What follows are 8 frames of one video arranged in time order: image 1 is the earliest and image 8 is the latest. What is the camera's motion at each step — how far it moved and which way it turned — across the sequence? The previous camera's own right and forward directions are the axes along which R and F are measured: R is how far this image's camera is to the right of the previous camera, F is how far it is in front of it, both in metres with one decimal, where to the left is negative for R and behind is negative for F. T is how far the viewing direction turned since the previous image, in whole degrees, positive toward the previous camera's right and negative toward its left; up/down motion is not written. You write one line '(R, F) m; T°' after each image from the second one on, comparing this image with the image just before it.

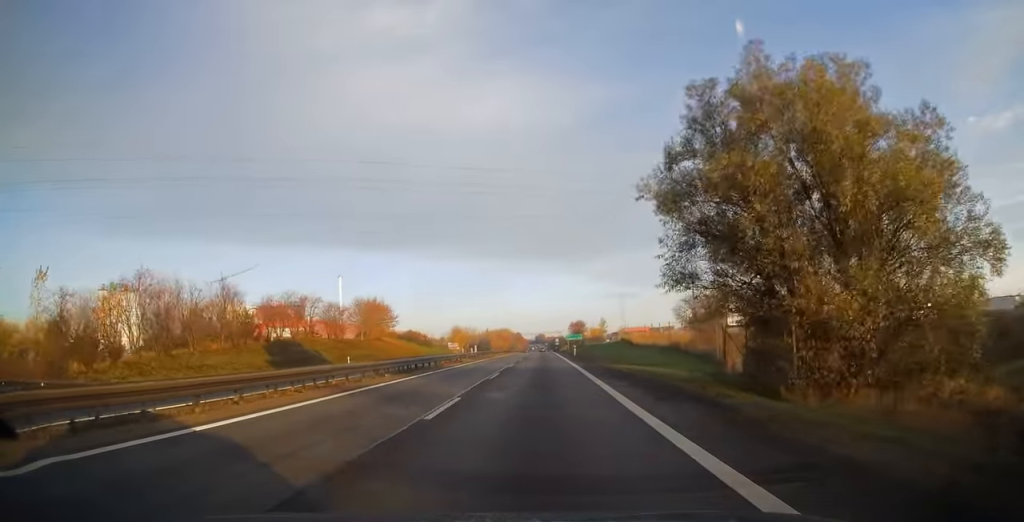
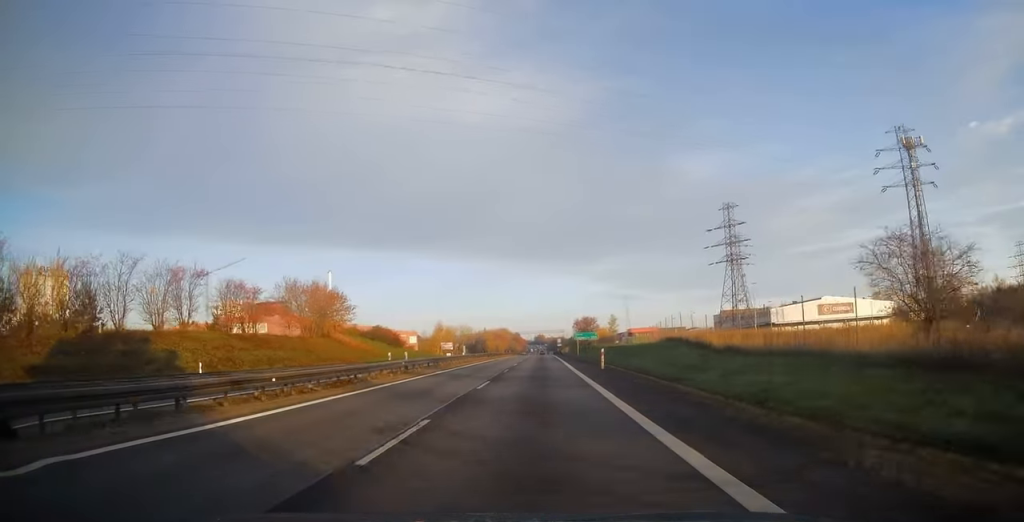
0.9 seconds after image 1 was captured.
(+0.1, +28.8) m; 0°
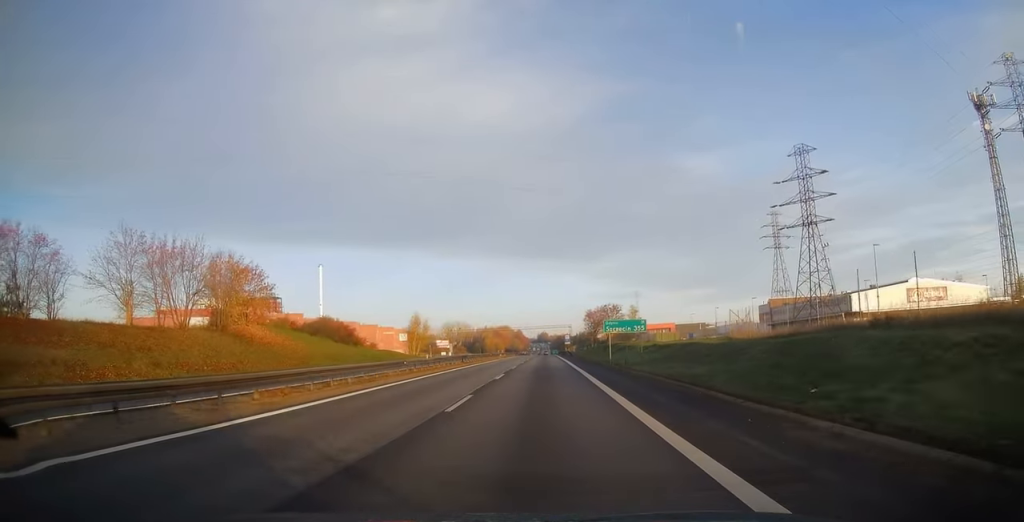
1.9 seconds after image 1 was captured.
(-0.1, +31.5) m; 0°
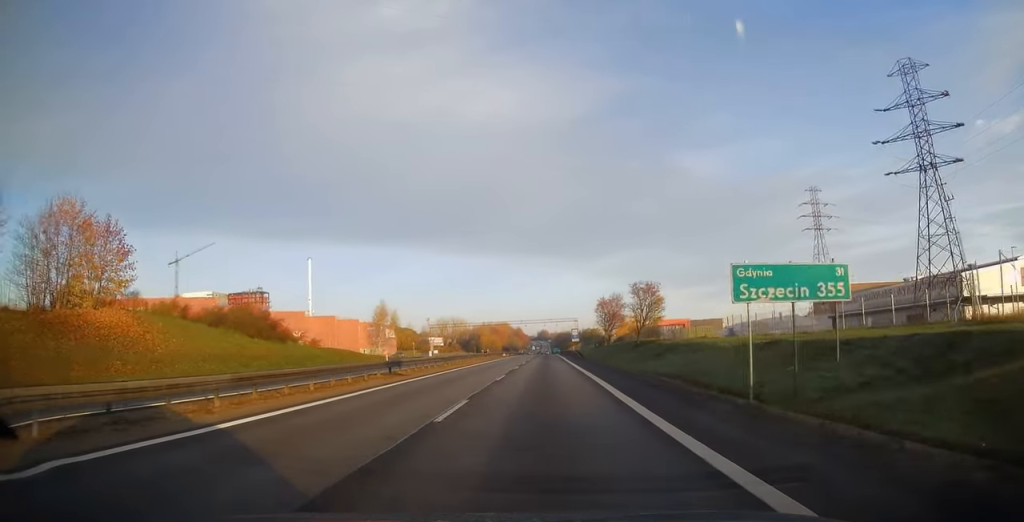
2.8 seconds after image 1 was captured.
(-0.1, +26.3) m; 0°
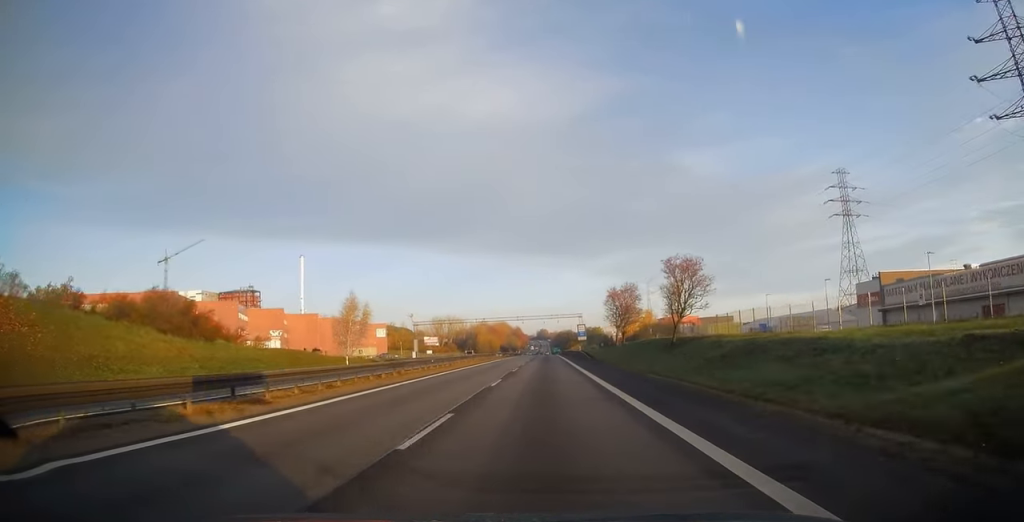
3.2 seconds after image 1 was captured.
(+0.1, +15.3) m; 0°
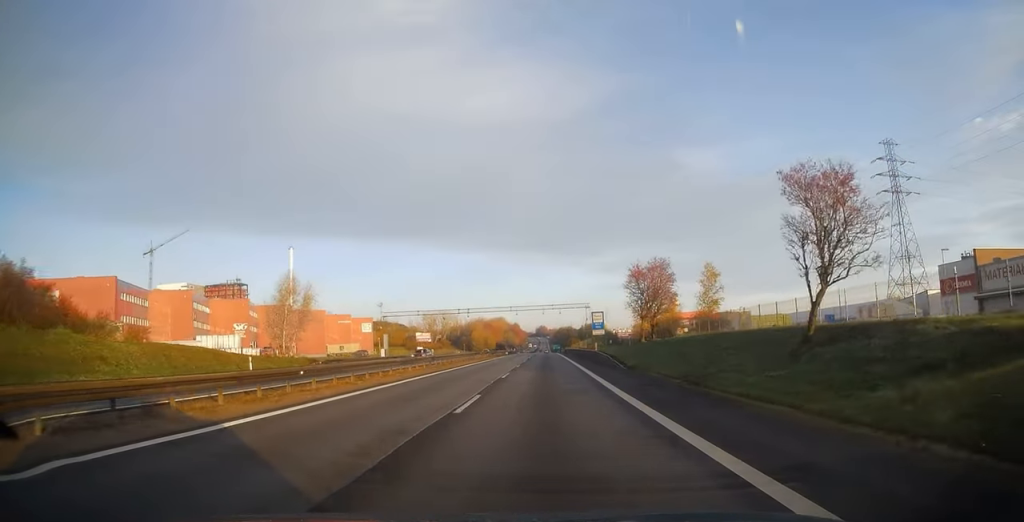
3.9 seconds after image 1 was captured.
(0.0, +20.6) m; 0°
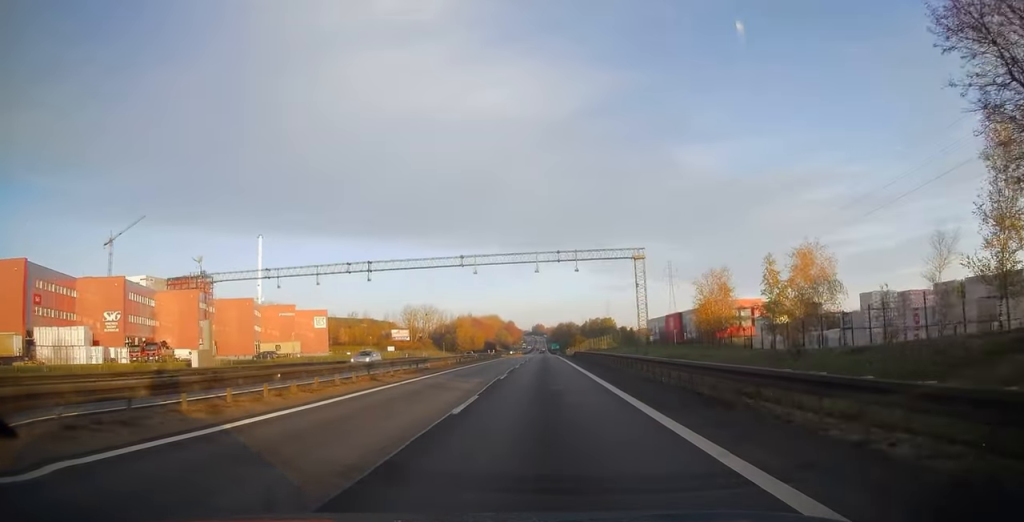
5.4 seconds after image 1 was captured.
(0.0, +49.4) m; 0°
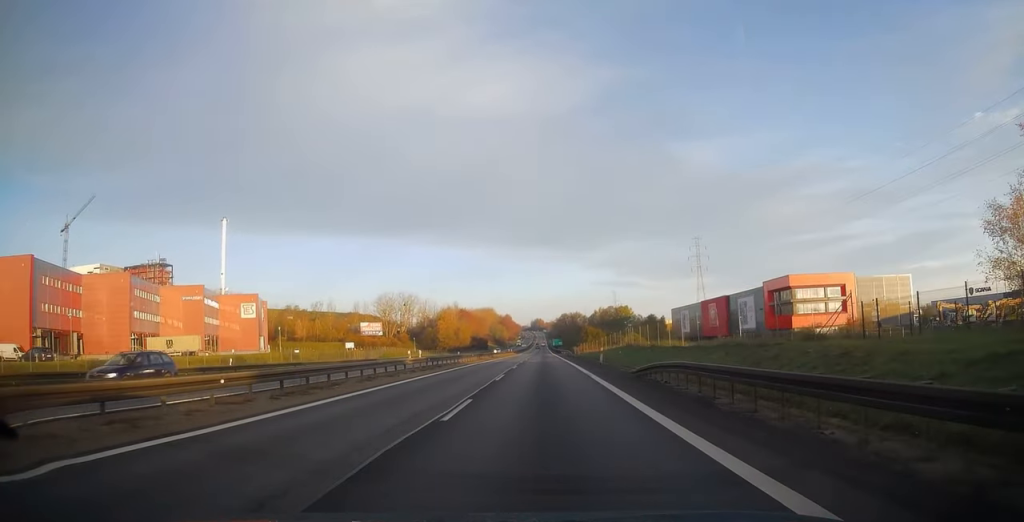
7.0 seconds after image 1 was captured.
(-0.1, +50.7) m; 0°
